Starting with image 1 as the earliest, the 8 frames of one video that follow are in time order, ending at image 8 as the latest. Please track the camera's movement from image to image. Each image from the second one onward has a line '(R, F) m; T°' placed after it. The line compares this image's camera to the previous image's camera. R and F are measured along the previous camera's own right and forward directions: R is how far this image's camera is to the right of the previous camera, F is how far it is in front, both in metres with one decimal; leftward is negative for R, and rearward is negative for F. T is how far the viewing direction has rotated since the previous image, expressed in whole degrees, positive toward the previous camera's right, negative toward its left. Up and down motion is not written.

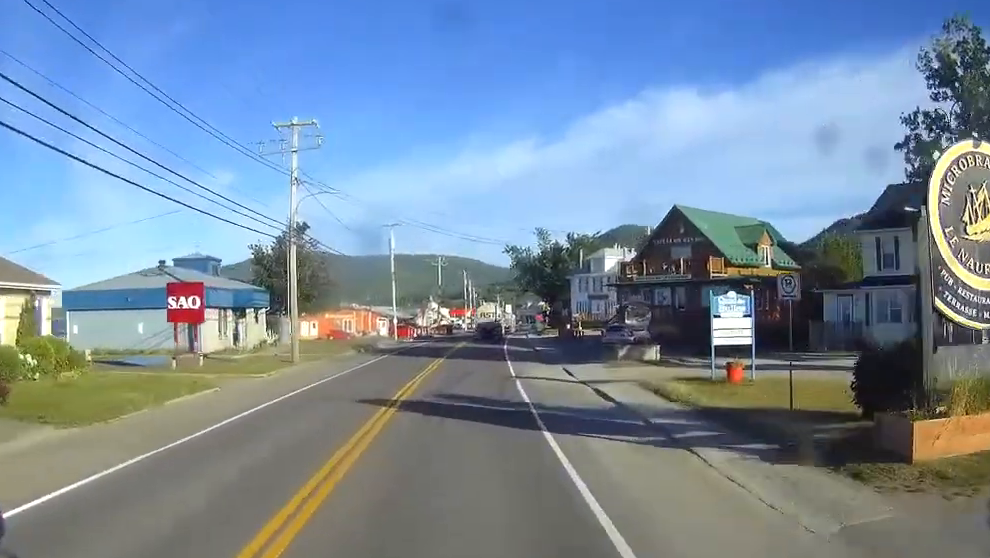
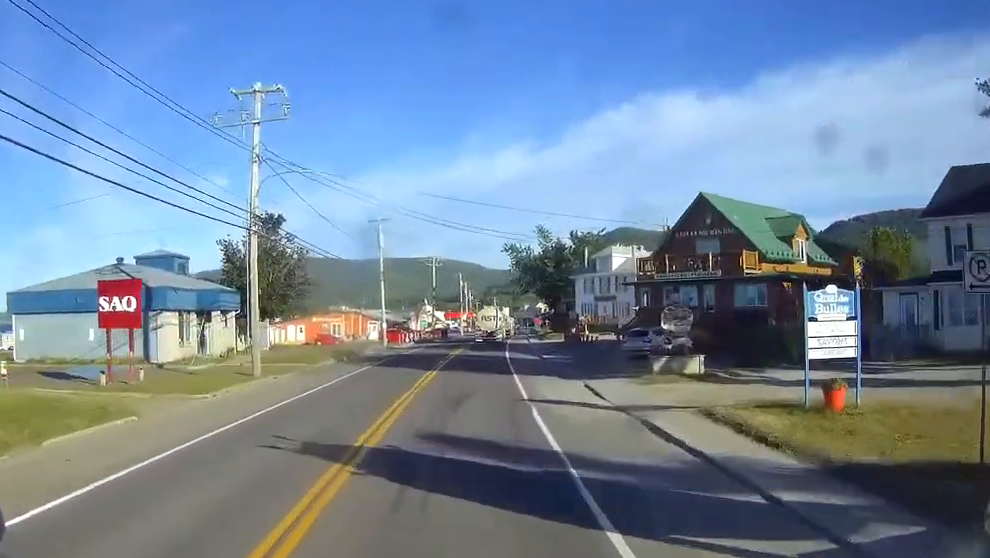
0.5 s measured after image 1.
(0.0, +7.5) m; 0°
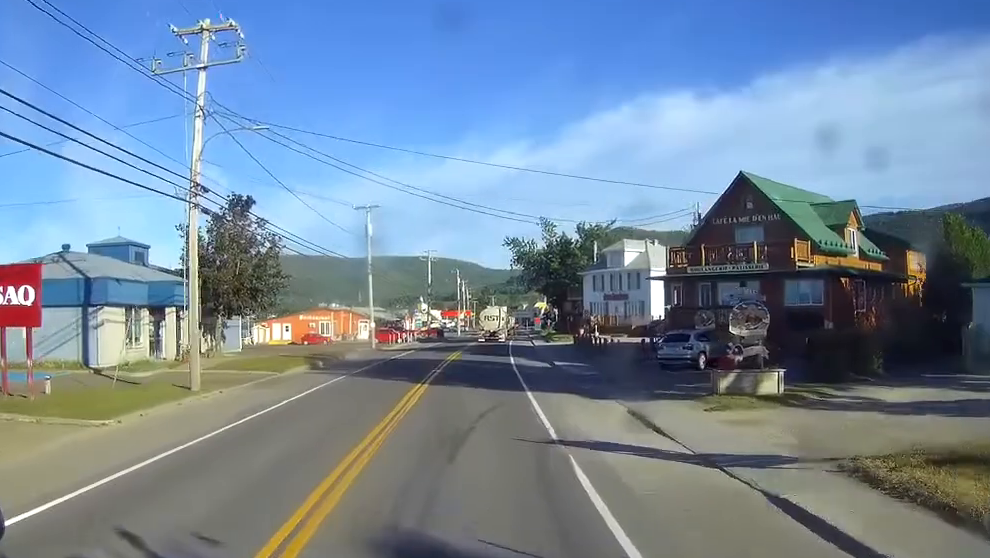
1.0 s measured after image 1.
(+0.1, +8.1) m; 0°
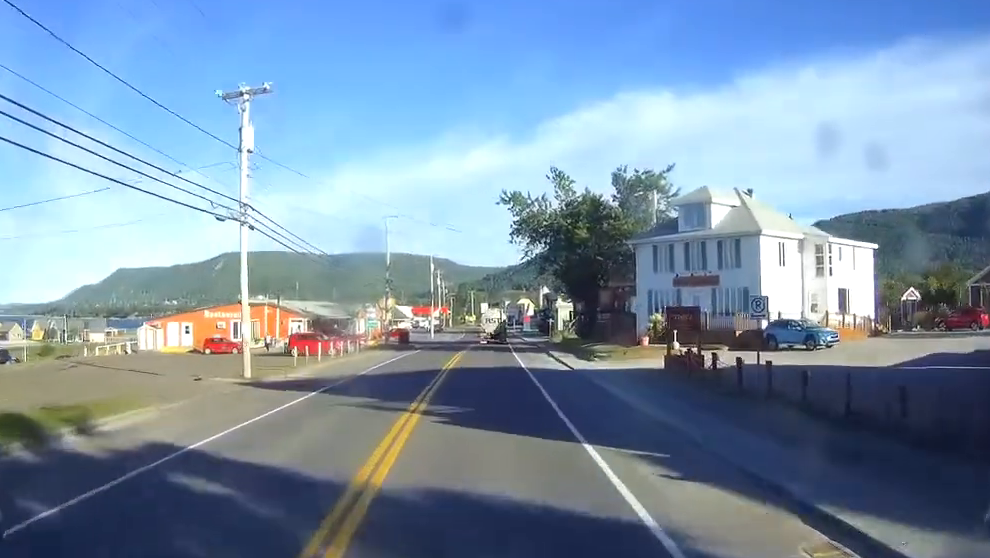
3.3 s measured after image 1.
(+0.3, +35.2) m; +2°
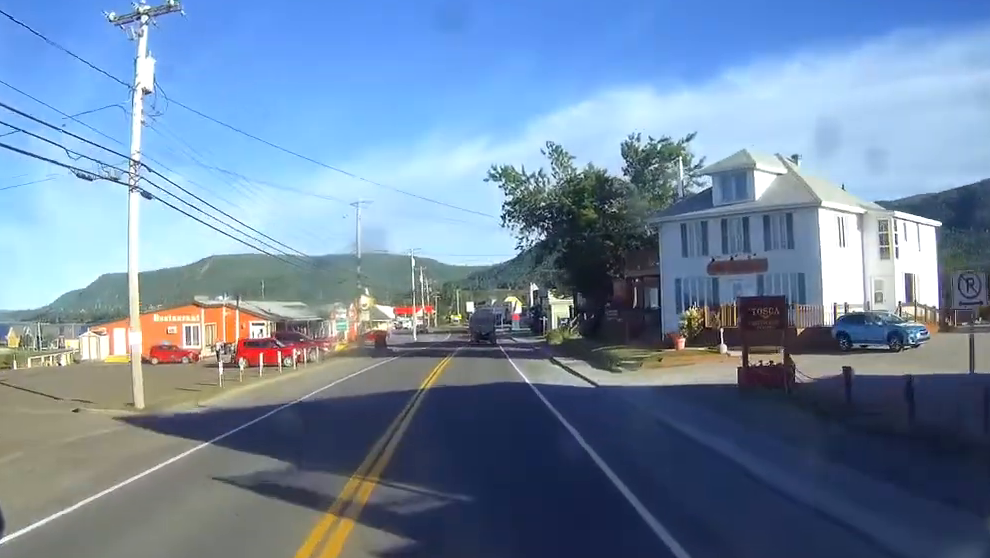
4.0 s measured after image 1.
(+0.2, +10.3) m; +1°
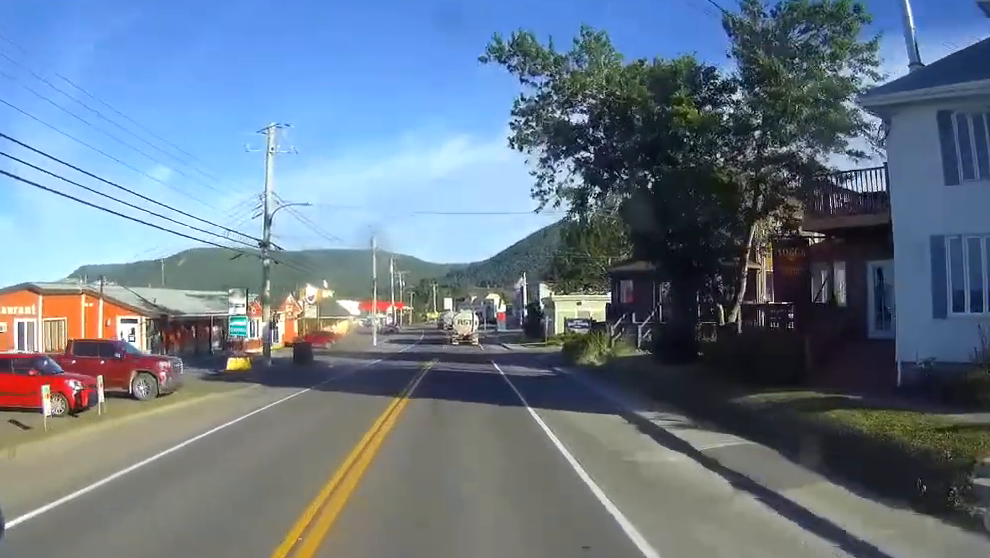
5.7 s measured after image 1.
(+0.2, +25.8) m; +1°
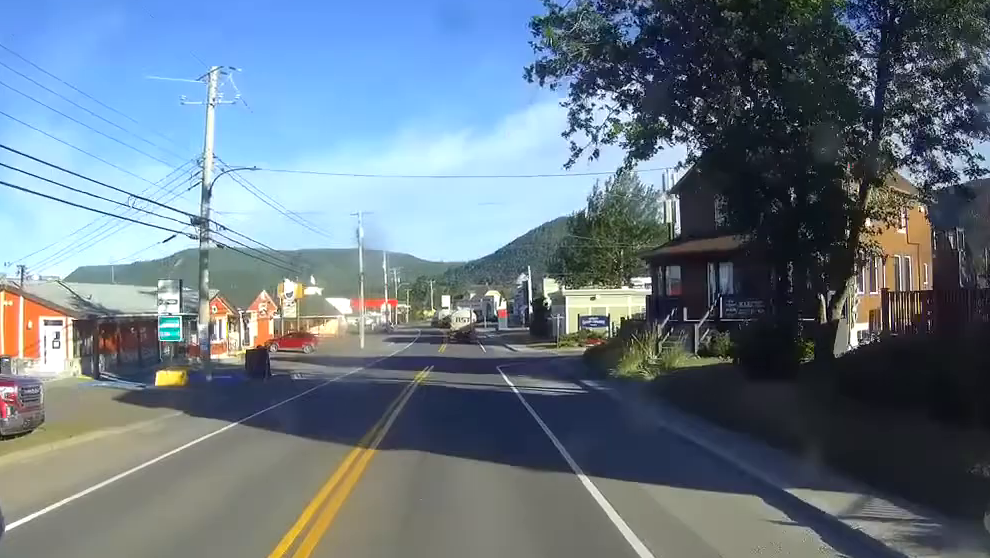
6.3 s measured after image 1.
(0.0, +9.9) m; 0°
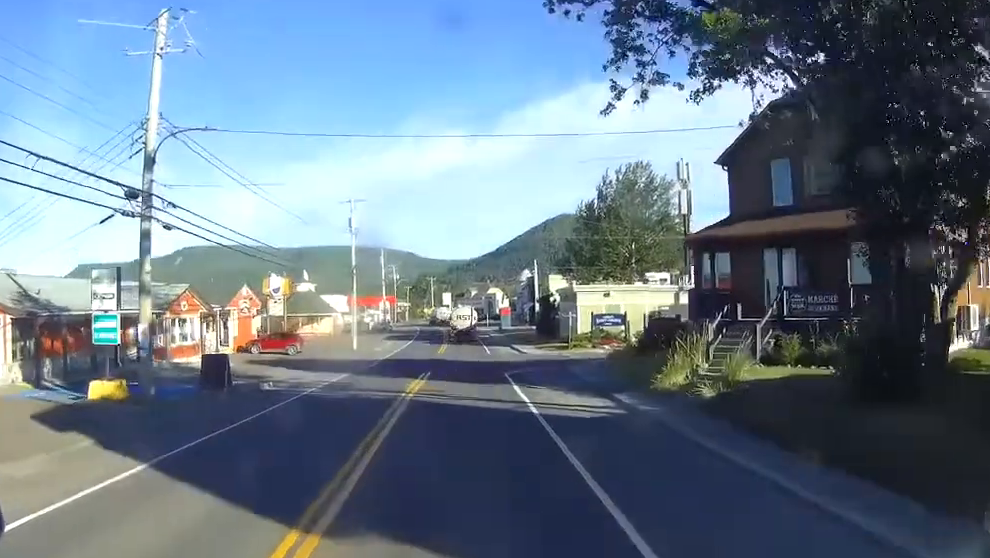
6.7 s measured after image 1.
(0.0, +6.2) m; 0°
